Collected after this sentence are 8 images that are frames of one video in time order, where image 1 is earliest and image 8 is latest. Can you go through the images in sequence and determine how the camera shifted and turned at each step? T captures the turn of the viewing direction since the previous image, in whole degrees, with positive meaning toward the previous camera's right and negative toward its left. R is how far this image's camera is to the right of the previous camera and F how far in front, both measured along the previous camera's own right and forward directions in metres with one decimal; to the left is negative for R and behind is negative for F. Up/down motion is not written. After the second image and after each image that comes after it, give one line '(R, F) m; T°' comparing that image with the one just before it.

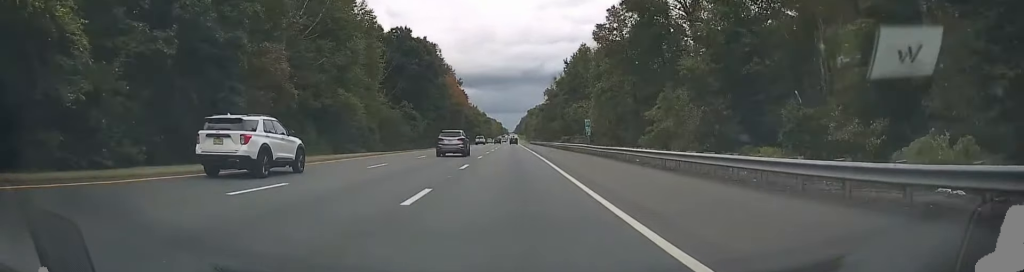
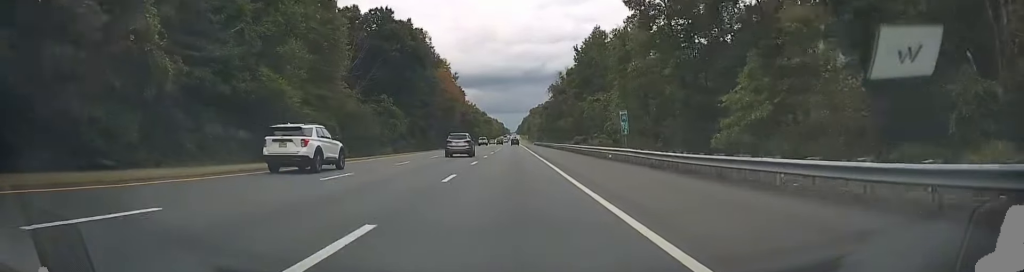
(-0.1, +18.9) m; 0°
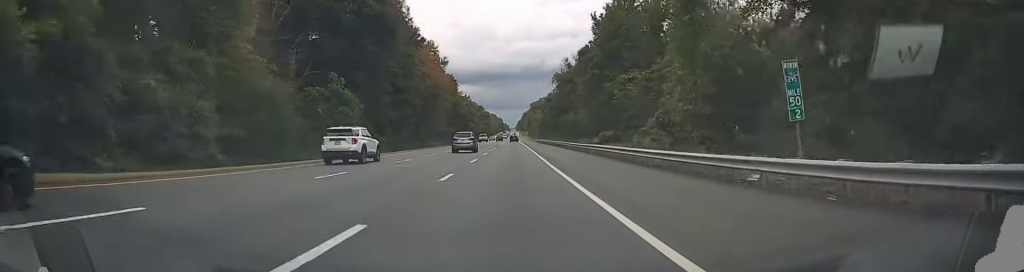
(-0.1, +25.5) m; 0°
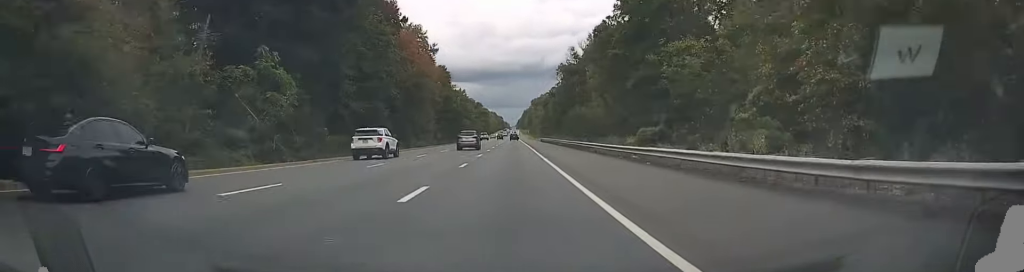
(+0.1, +19.4) m; 0°
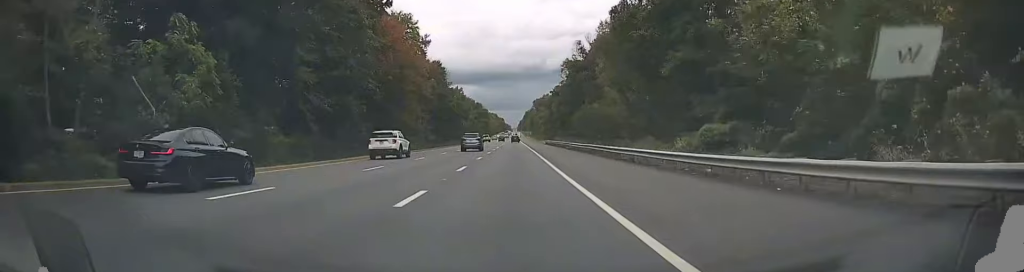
(0.0, +13.6) m; 0°
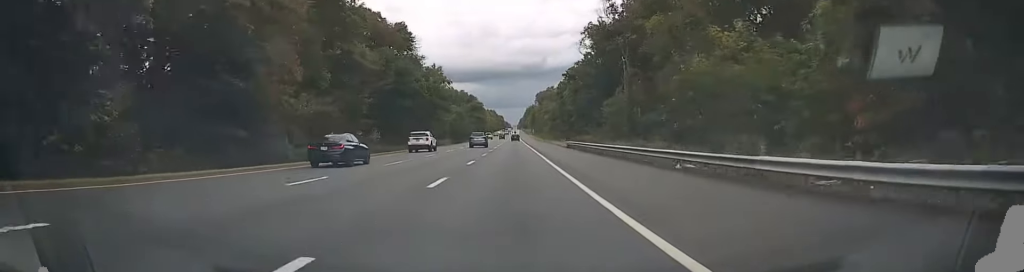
(-0.1, +45.7) m; -1°
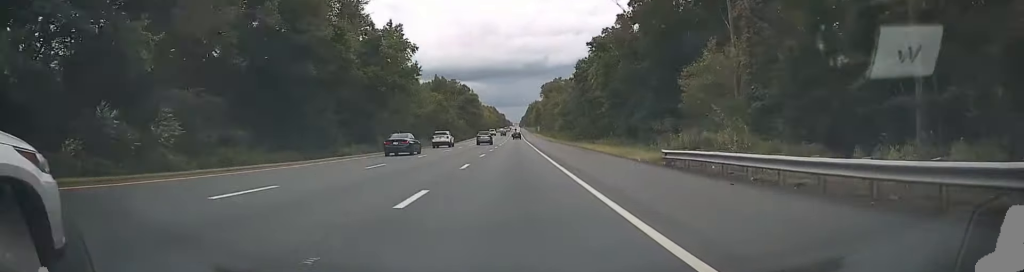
(-0.1, +40.5) m; 0°
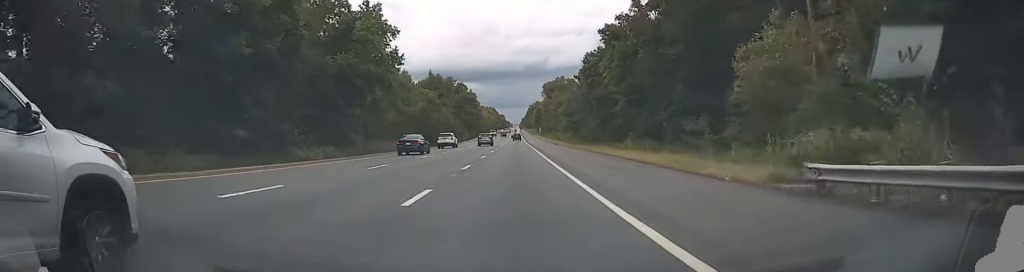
(0.0, +11.6) m; 0°
